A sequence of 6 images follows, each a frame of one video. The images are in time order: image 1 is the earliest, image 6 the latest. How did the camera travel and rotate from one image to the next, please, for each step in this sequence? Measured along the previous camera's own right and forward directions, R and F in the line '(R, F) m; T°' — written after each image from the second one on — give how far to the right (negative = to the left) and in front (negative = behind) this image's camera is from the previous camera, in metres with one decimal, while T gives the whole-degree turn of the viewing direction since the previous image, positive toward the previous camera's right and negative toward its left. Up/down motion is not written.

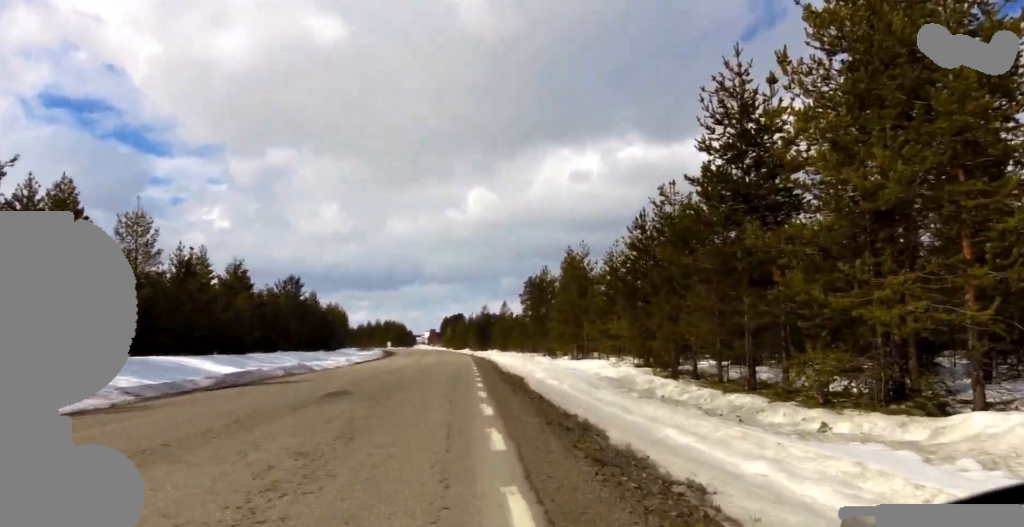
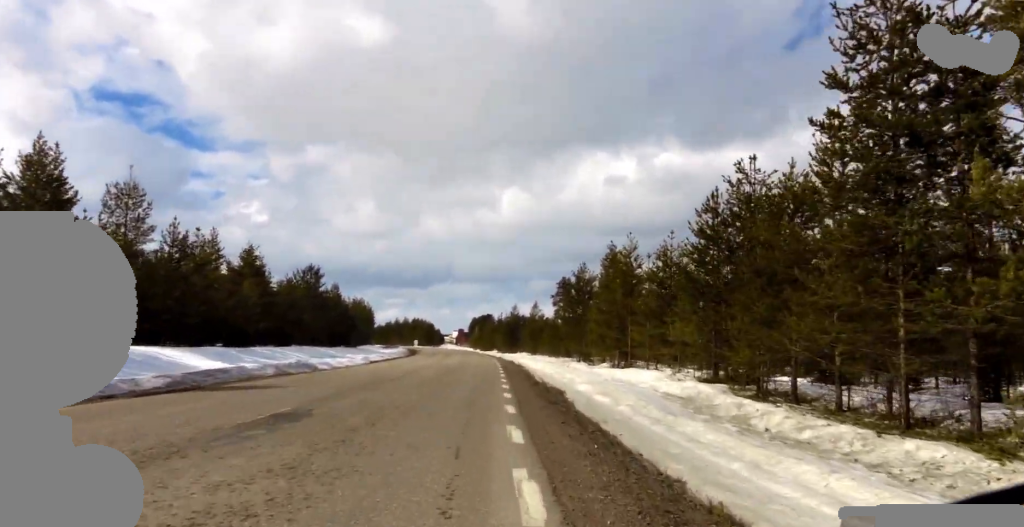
(-0.3, +5.4) m; 0°
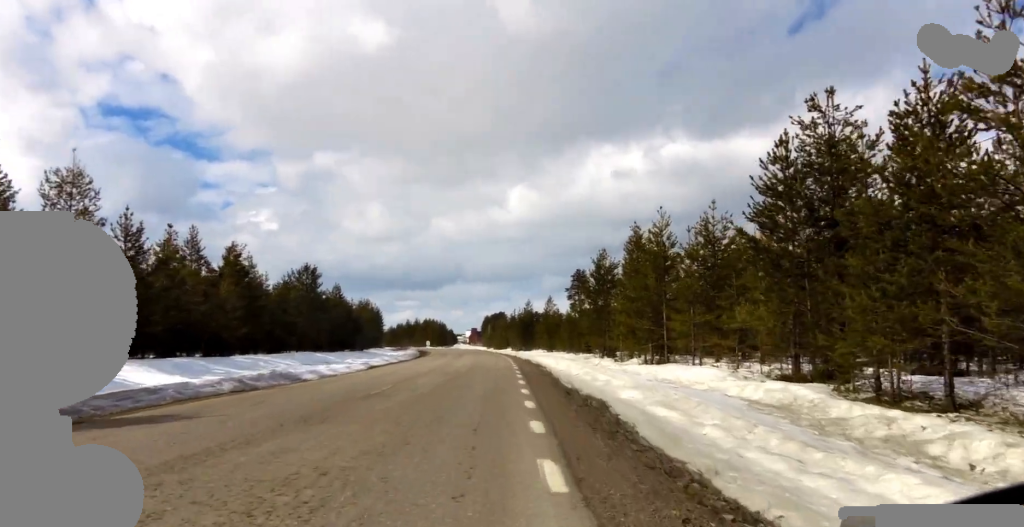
(+0.8, +5.5) m; 0°
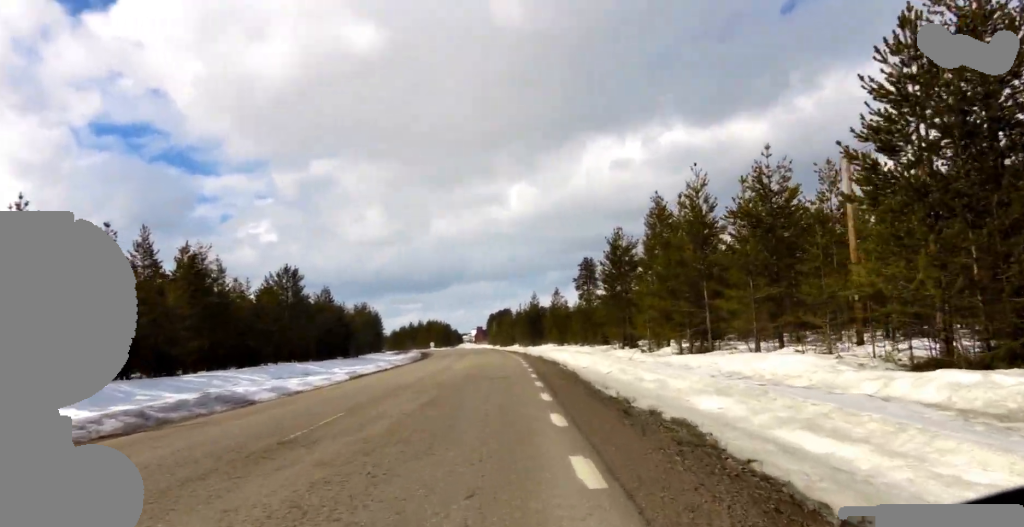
(-0.5, +6.3) m; 0°
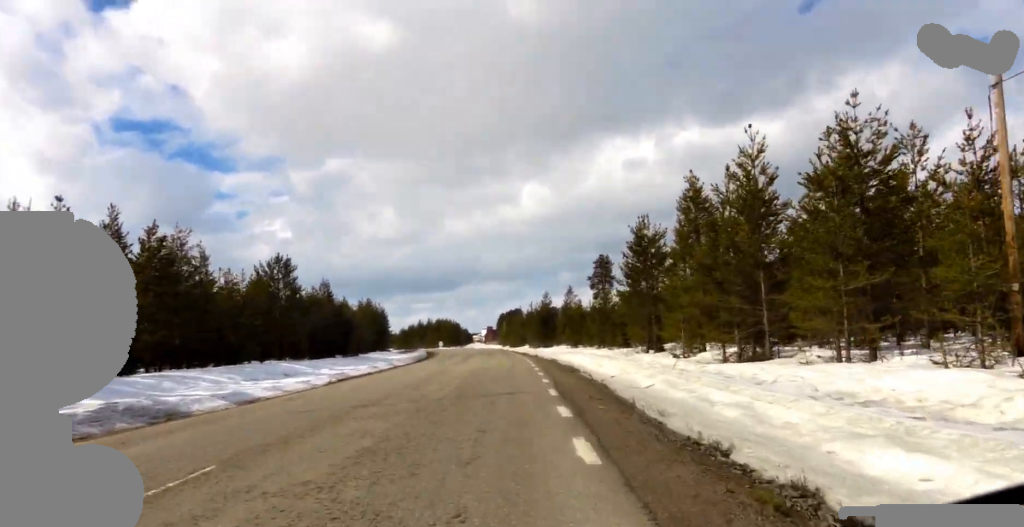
(-0.3, +5.1) m; 0°
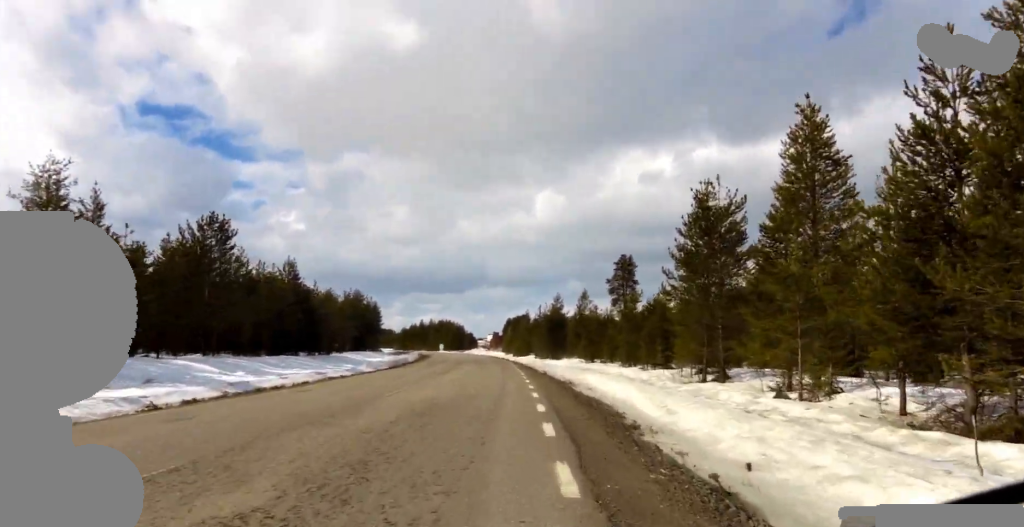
(+0.2, +12.5) m; 0°
